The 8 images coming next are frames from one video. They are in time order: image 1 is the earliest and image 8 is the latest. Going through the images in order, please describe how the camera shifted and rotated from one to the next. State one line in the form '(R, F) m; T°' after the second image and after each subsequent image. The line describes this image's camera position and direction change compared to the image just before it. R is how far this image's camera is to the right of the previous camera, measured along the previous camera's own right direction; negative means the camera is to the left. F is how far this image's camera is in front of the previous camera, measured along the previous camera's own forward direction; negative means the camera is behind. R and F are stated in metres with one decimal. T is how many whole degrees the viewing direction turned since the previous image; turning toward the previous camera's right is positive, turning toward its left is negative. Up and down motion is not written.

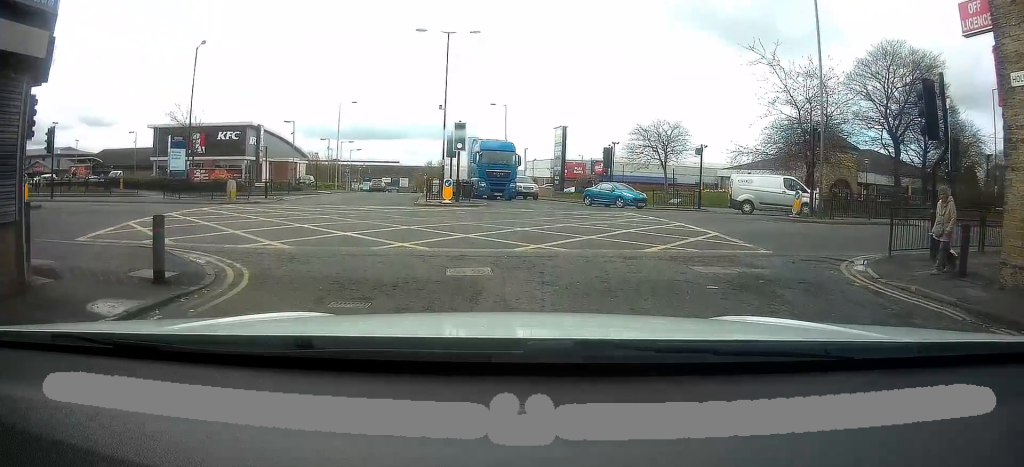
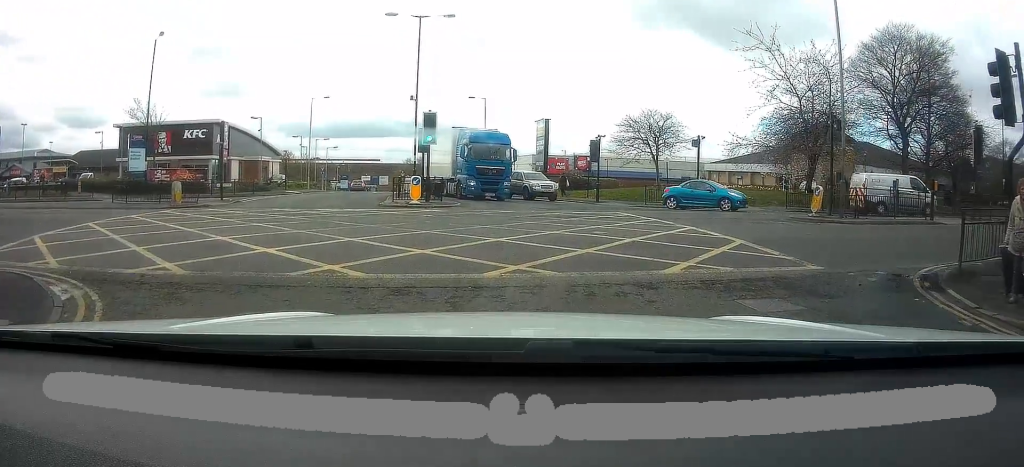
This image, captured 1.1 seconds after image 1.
(+0.1, +3.5) m; +6°
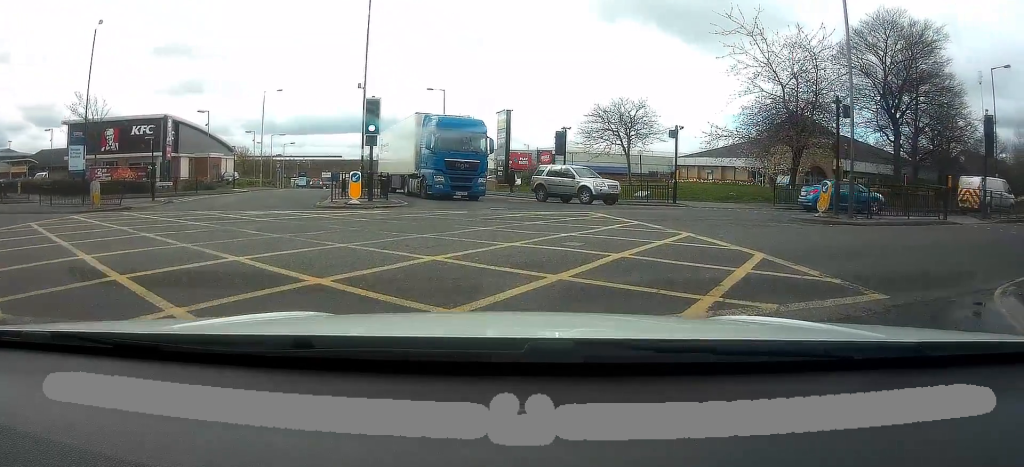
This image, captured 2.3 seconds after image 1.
(+0.4, +3.5) m; +15°
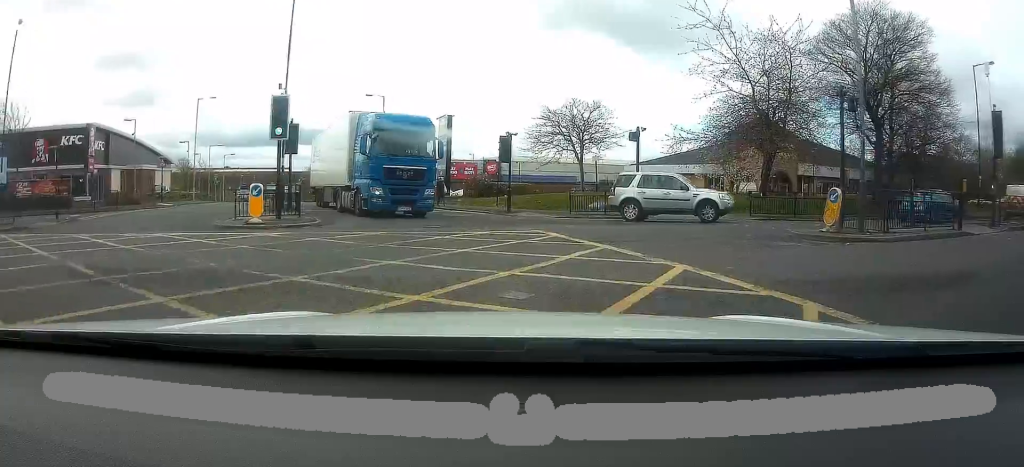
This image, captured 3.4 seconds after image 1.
(+0.4, +3.9) m; +4°
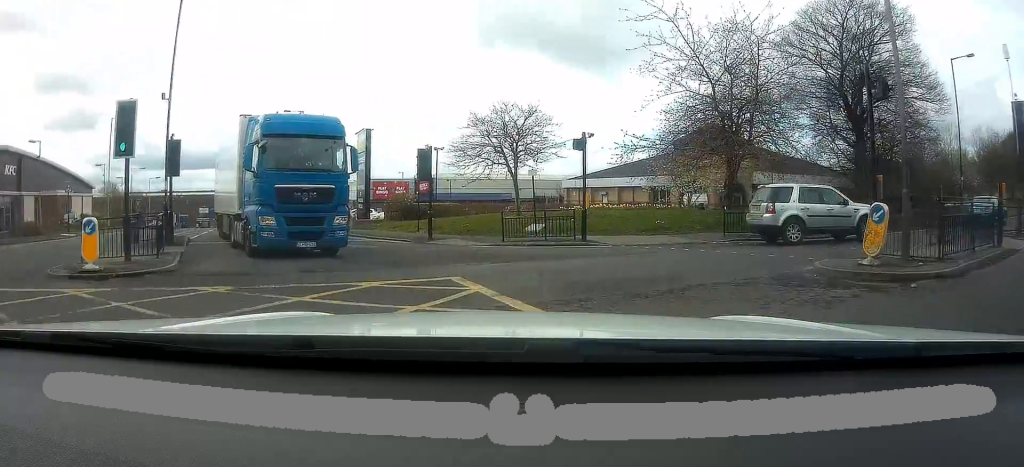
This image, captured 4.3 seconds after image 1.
(-0.1, +4.7) m; +5°
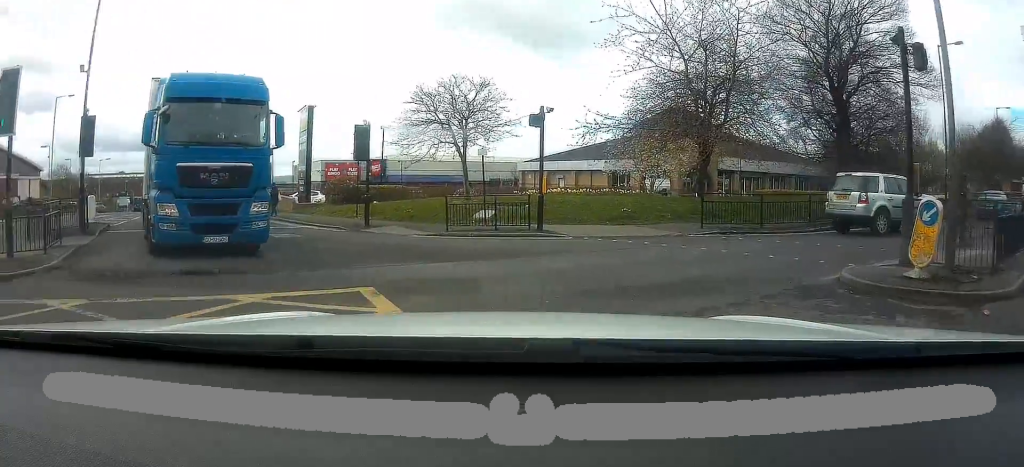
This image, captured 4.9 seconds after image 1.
(+0.3, +2.8) m; +7°
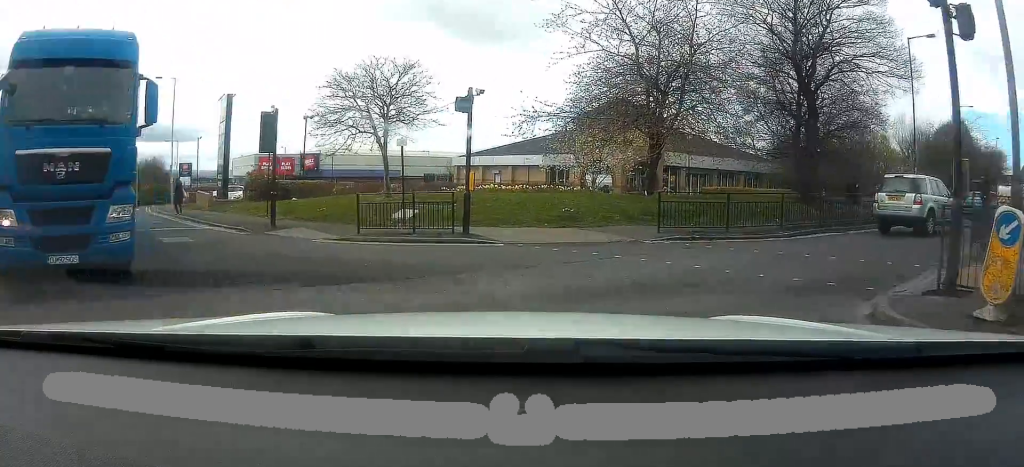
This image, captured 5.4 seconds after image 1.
(+0.1, +2.8) m; +8°
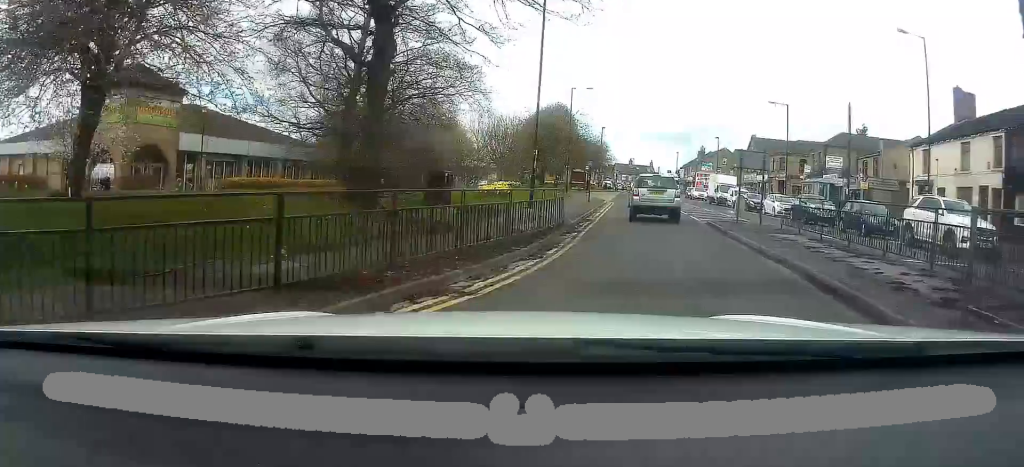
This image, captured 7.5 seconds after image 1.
(+4.0, +9.6) m; +42°
